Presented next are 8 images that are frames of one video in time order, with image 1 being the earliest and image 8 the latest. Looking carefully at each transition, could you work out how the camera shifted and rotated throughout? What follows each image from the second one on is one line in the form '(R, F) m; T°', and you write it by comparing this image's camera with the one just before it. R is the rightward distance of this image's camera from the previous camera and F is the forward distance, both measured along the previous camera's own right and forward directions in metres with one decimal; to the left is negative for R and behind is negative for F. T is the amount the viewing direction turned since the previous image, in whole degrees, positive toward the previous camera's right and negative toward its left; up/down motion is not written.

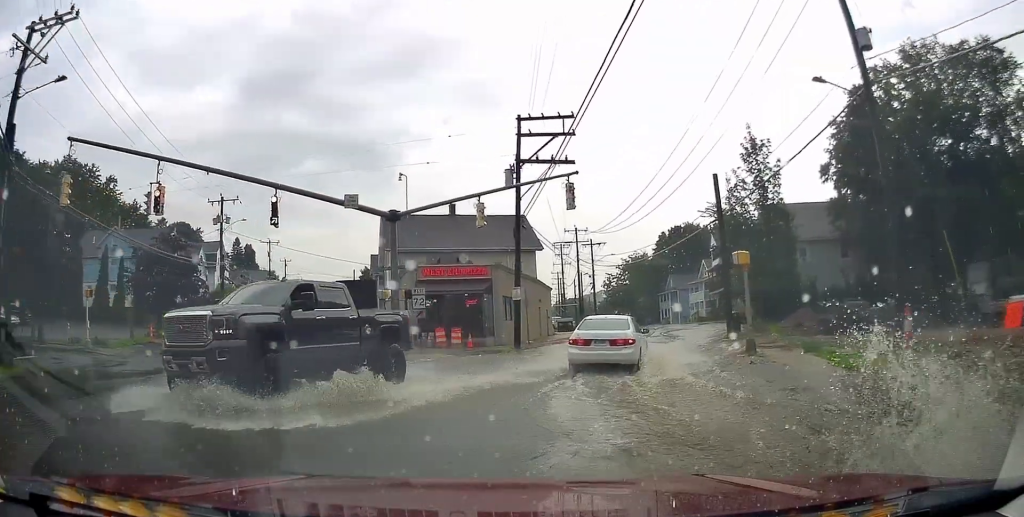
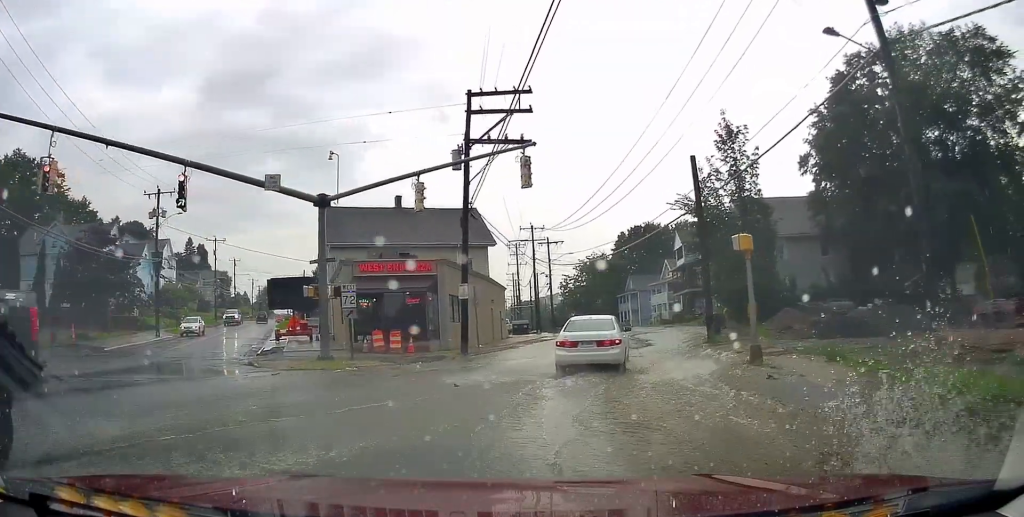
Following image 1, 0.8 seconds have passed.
(+0.3, +3.6) m; +4°
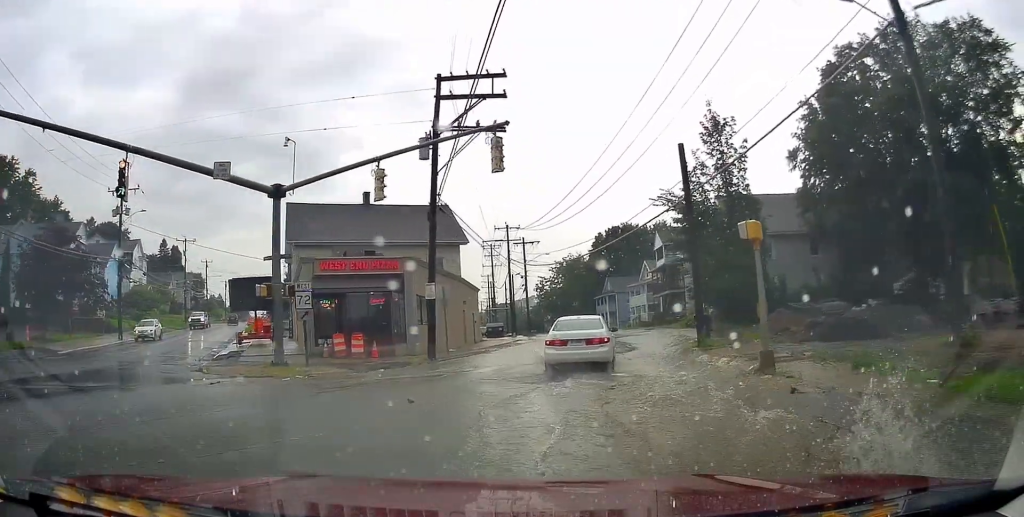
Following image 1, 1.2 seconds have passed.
(0.0, +2.1) m; -1°
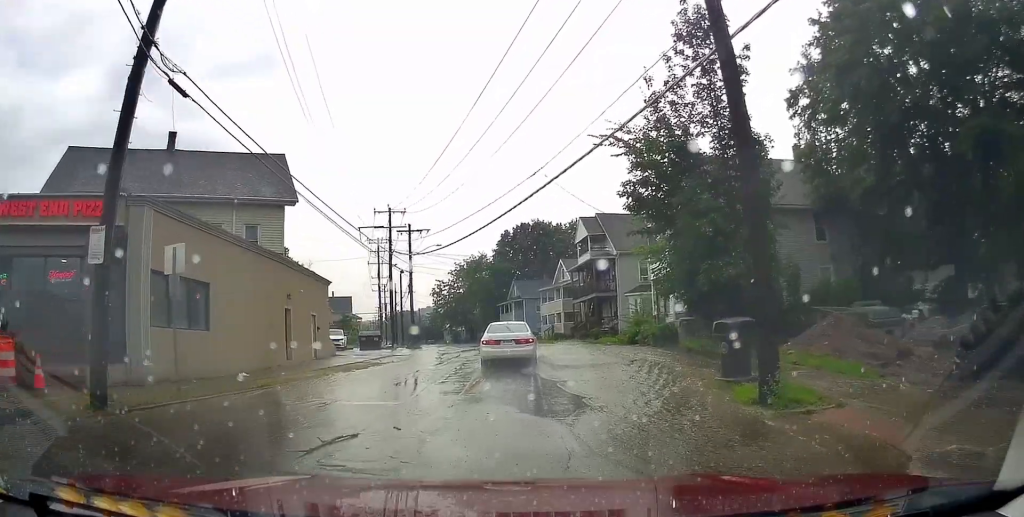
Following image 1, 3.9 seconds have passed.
(+1.9, +14.3) m; +12°
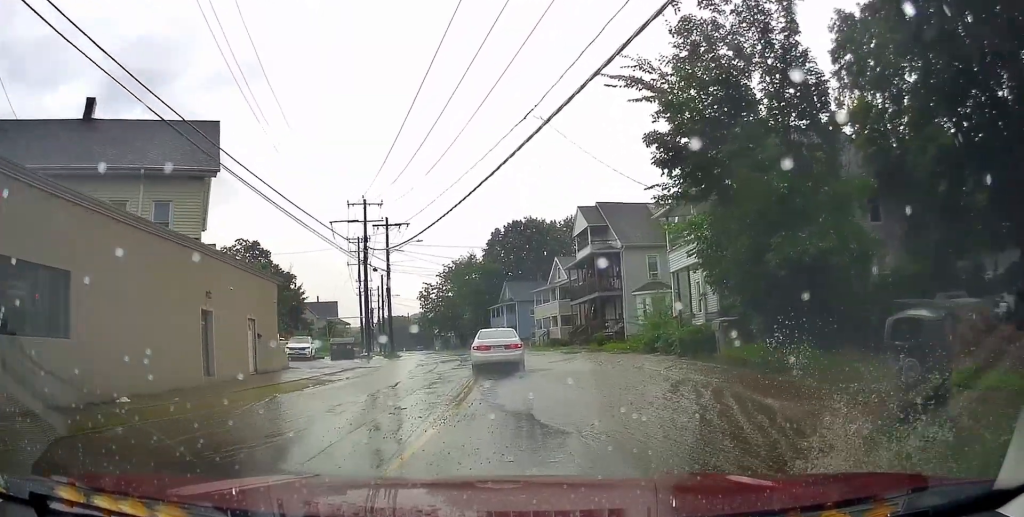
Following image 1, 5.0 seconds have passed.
(-0.1, +5.6) m; -1°
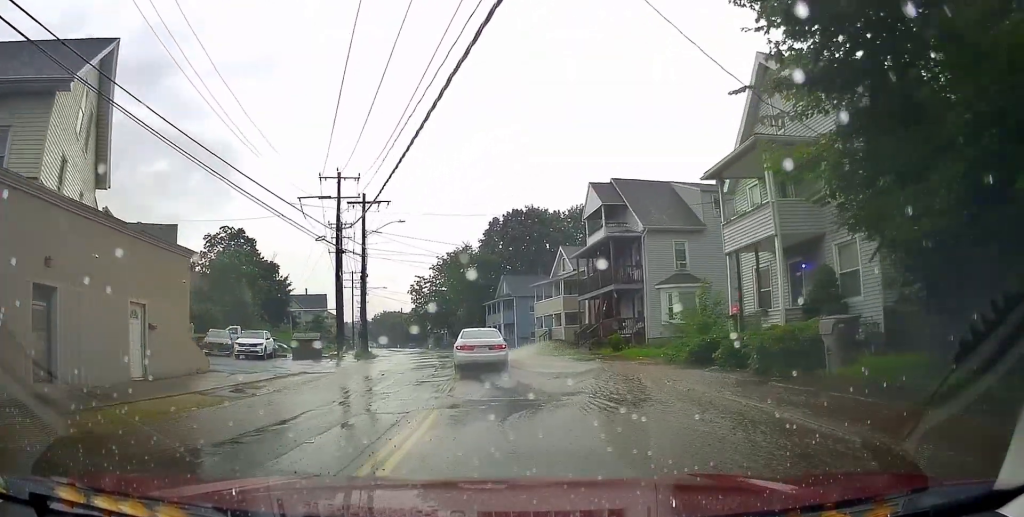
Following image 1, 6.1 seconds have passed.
(0.0, +6.4) m; +2°
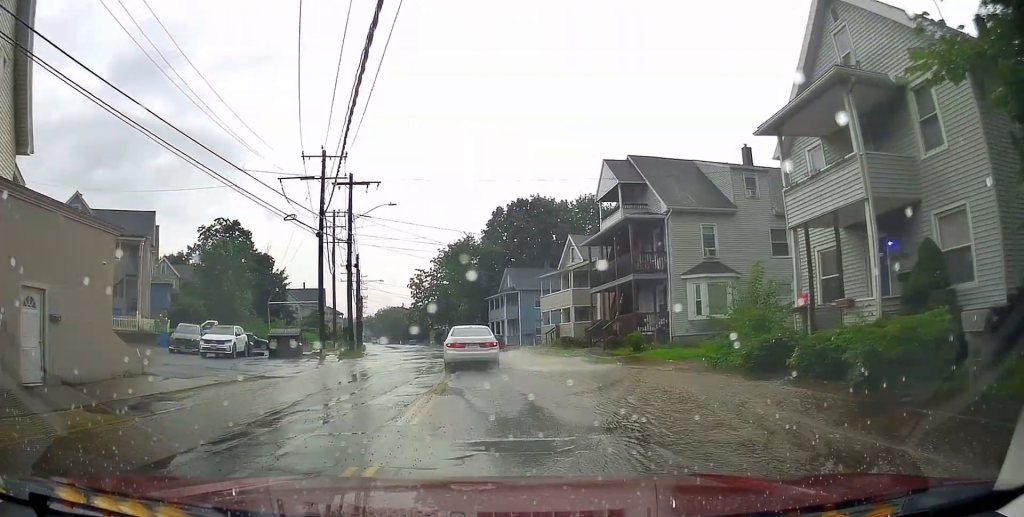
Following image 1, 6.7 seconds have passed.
(+0.1, +4.1) m; +2°
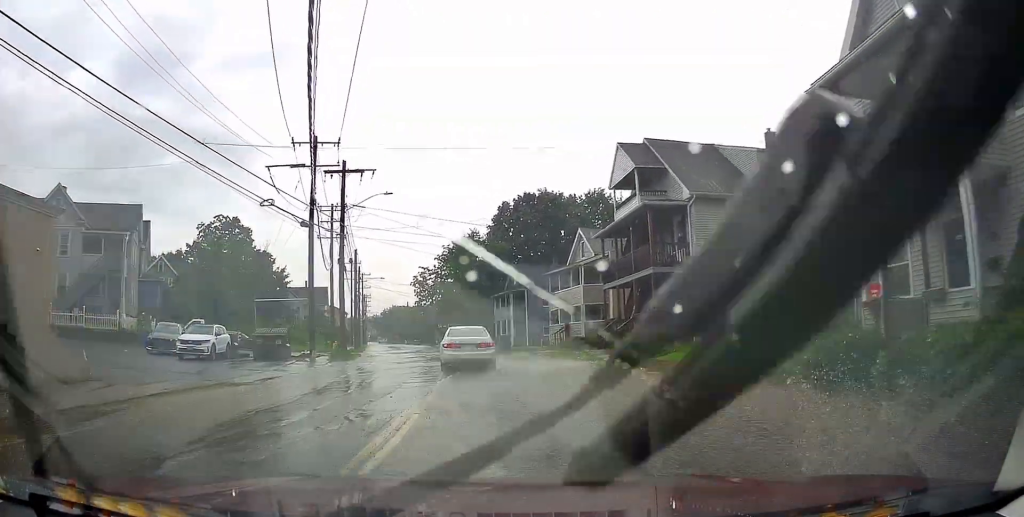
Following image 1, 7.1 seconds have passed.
(+0.1, +3.0) m; +1°
